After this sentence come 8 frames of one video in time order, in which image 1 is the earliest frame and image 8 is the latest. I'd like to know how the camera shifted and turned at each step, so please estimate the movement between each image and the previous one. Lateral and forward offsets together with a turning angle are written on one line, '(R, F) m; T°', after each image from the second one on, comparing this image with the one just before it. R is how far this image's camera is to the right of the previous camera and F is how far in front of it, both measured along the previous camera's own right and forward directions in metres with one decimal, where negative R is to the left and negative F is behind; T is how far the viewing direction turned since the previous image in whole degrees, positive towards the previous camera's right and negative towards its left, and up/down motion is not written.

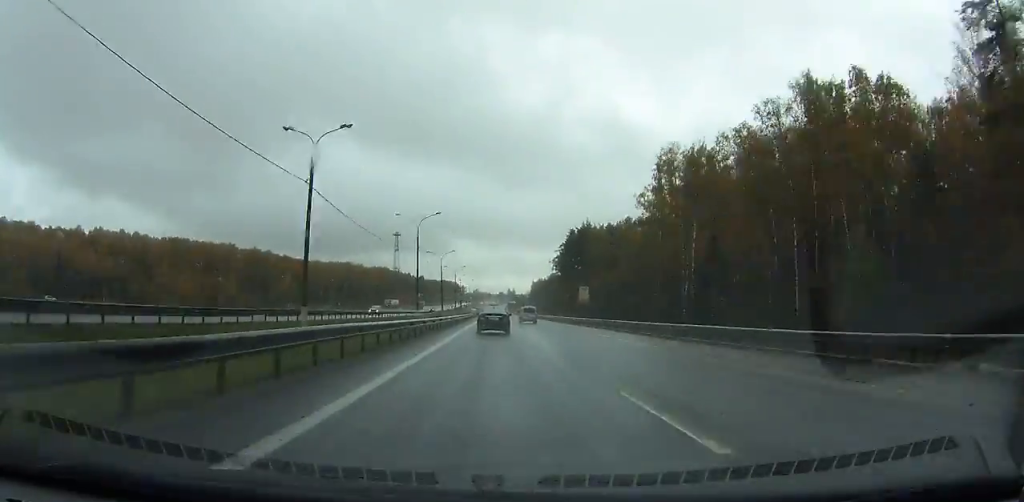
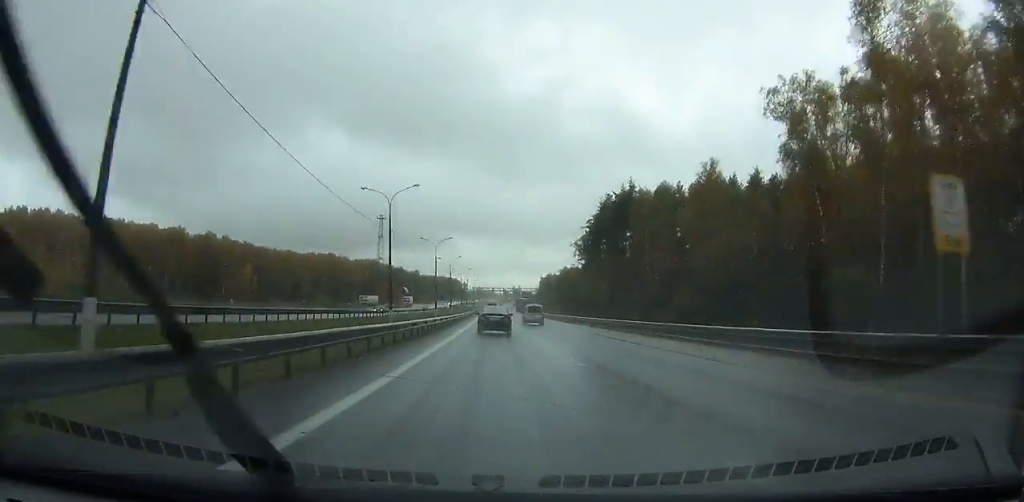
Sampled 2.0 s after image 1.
(-0.7, +56.4) m; -1°
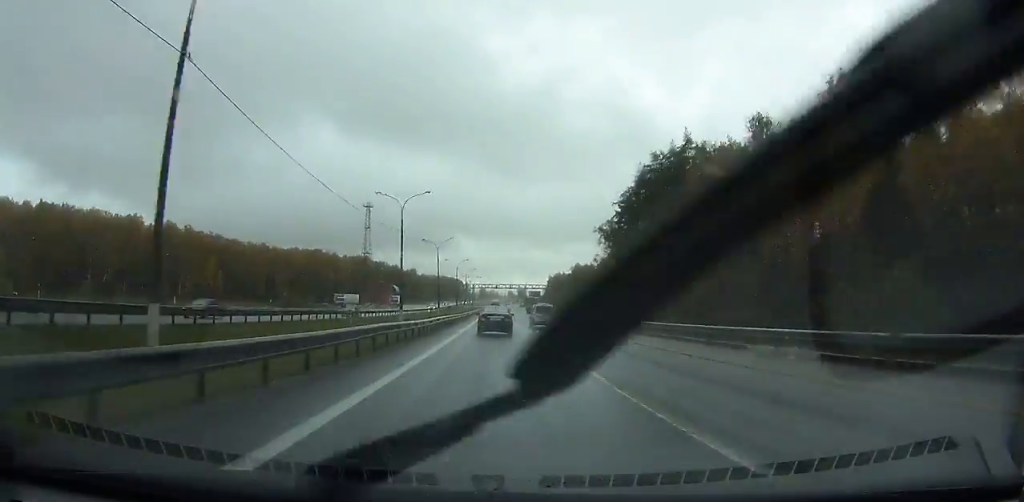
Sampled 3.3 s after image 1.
(-0.2, +36.8) m; 0°
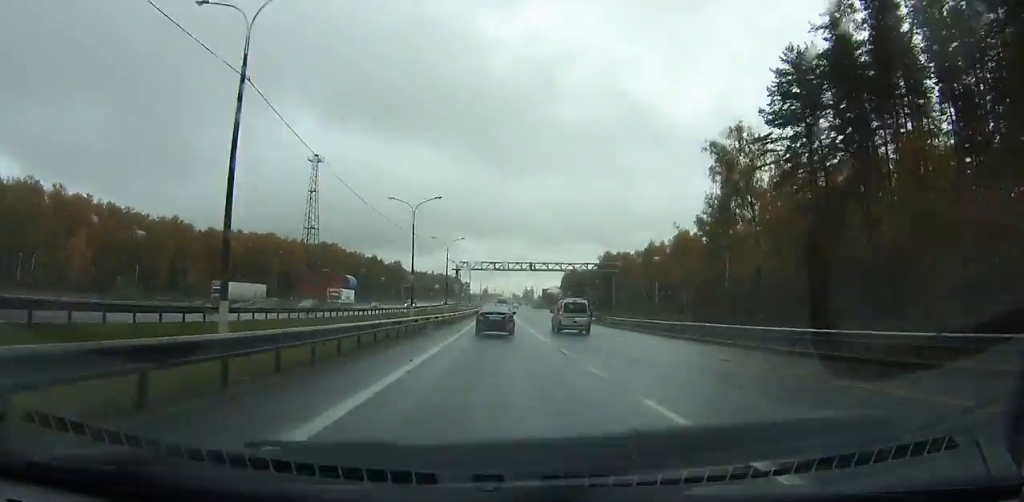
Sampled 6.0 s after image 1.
(-0.4, +76.7) m; 0°
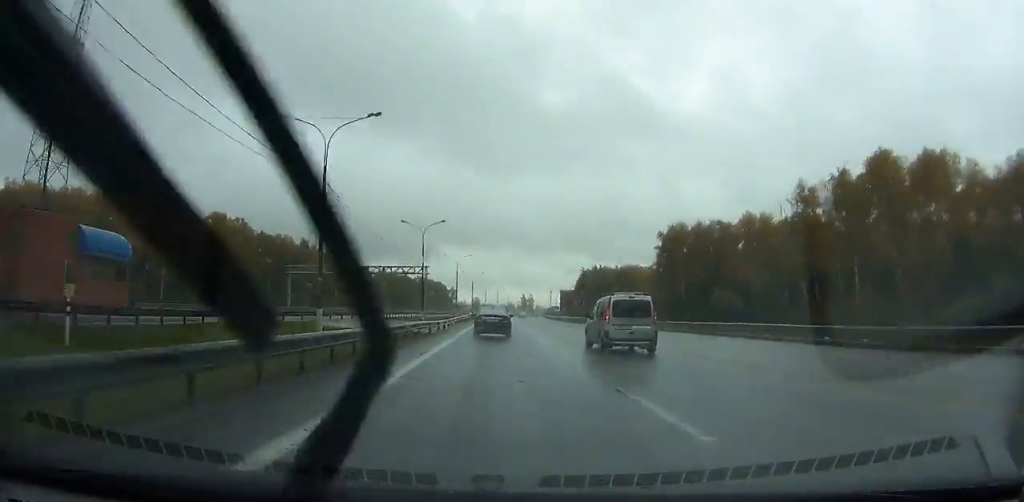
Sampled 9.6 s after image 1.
(+0.2, +101.8) m; +1°
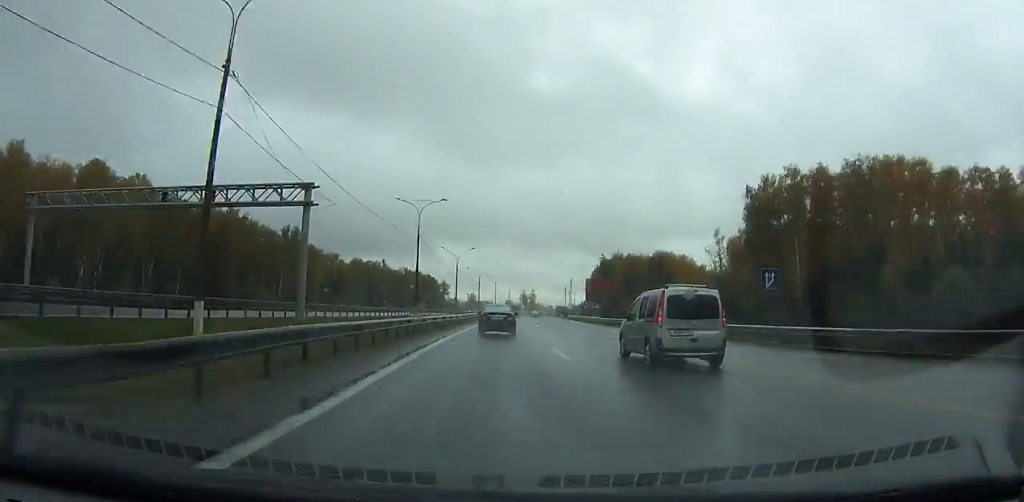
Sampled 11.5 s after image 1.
(0.0, +53.5) m; +1°
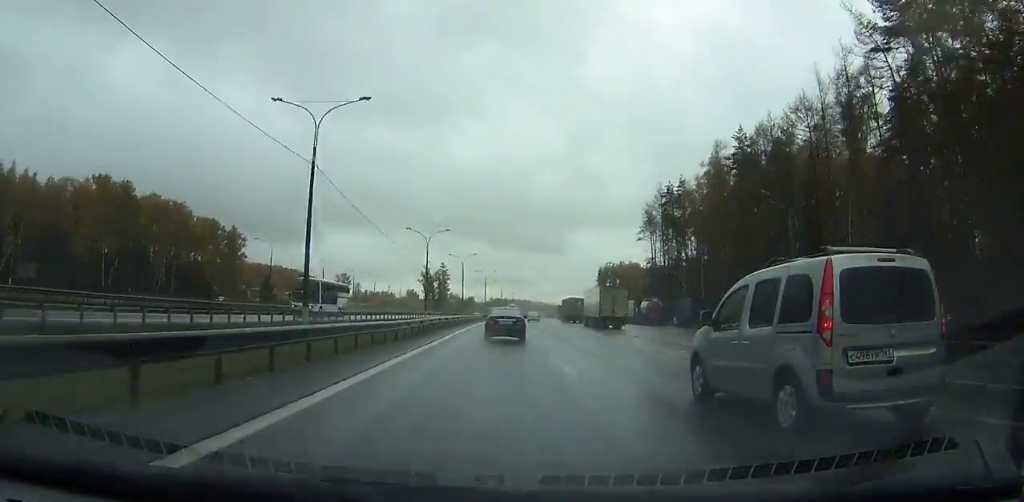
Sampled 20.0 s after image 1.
(+14.0, +228.5) m; +8°
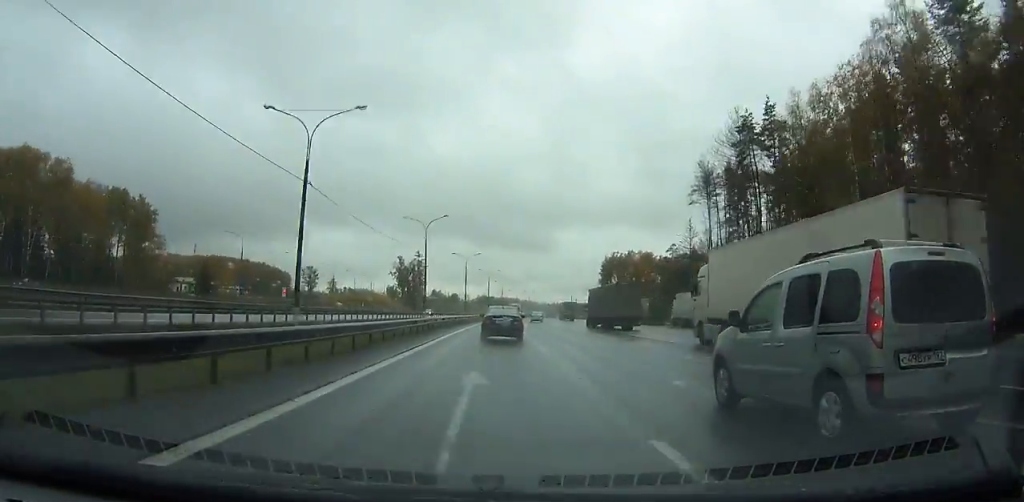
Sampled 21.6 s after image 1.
(+0.7, +40.8) m; +1°
